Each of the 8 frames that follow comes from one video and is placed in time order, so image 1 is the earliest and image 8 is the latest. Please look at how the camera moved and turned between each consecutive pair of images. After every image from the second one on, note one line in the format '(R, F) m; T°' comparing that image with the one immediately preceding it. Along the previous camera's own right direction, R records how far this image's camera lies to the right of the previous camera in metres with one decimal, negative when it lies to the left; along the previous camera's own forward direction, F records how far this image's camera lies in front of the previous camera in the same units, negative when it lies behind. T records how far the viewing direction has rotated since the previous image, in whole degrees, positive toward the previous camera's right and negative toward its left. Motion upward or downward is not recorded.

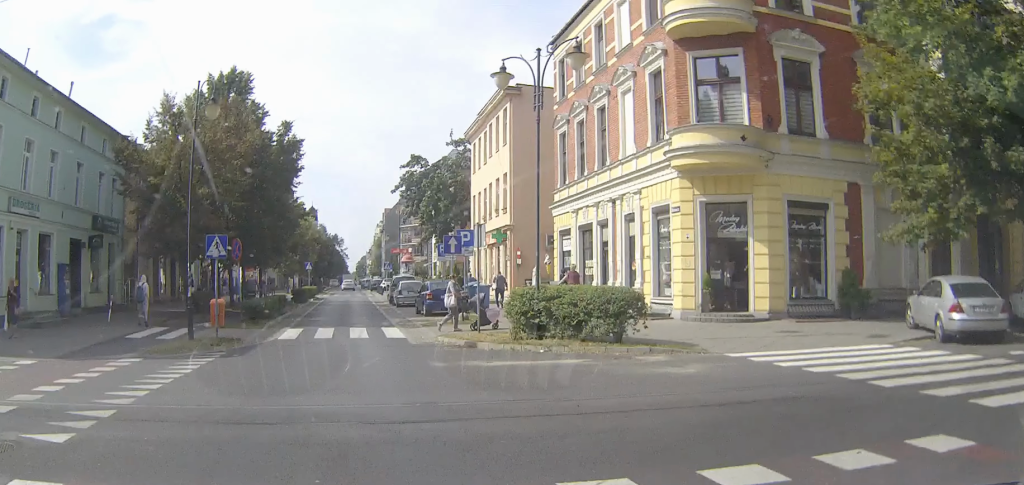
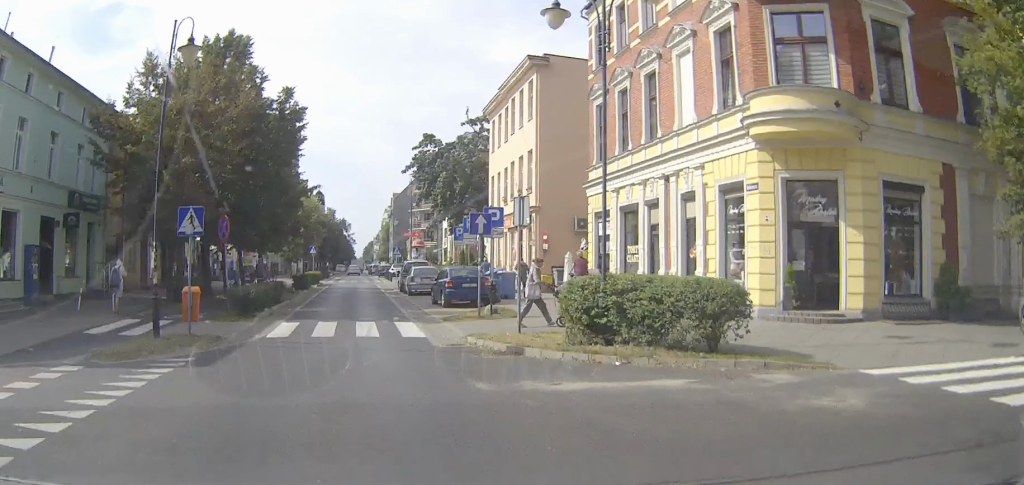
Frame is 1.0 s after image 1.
(-0.2, +4.7) m; -1°
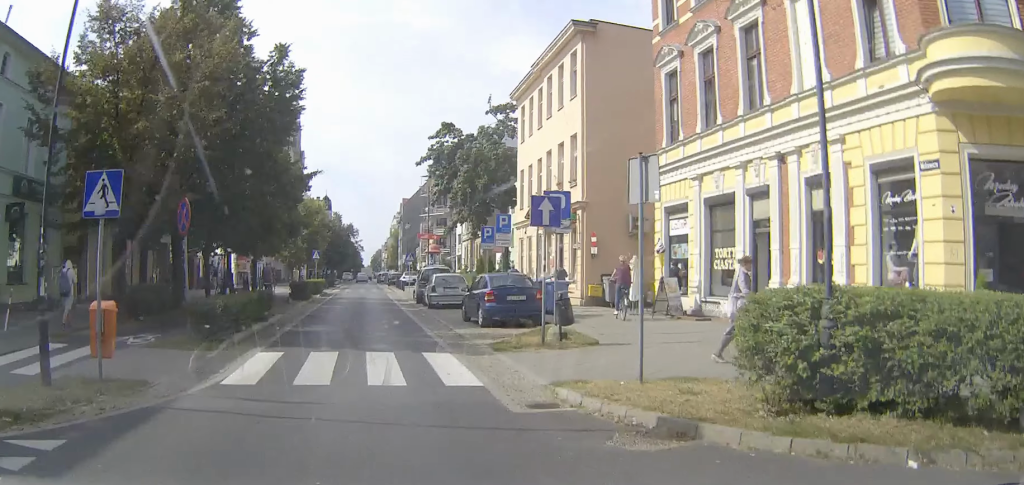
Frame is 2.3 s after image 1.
(0.0, +7.4) m; -1°
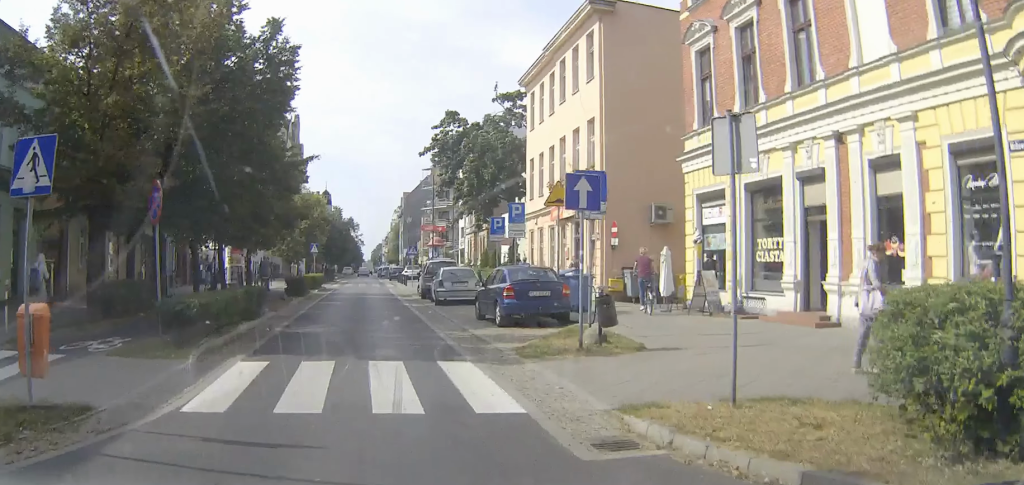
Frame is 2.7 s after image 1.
(-0.1, +2.7) m; 0°
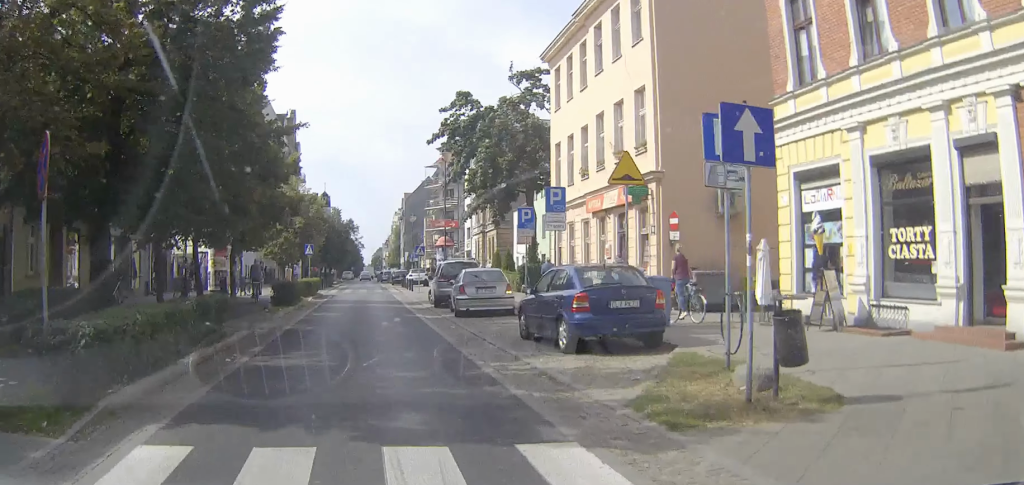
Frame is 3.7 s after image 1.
(0.0, +5.9) m; 0°
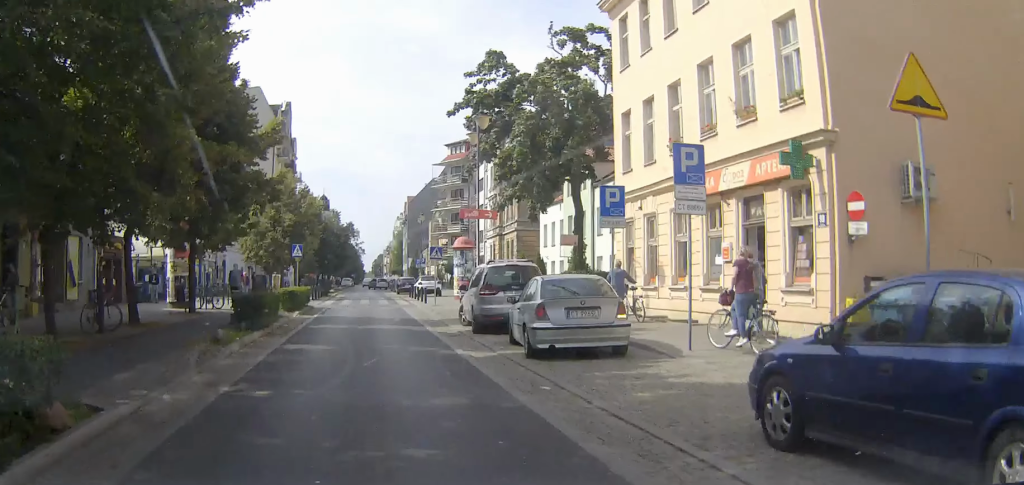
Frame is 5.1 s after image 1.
(+0.1, +9.3) m; 0°
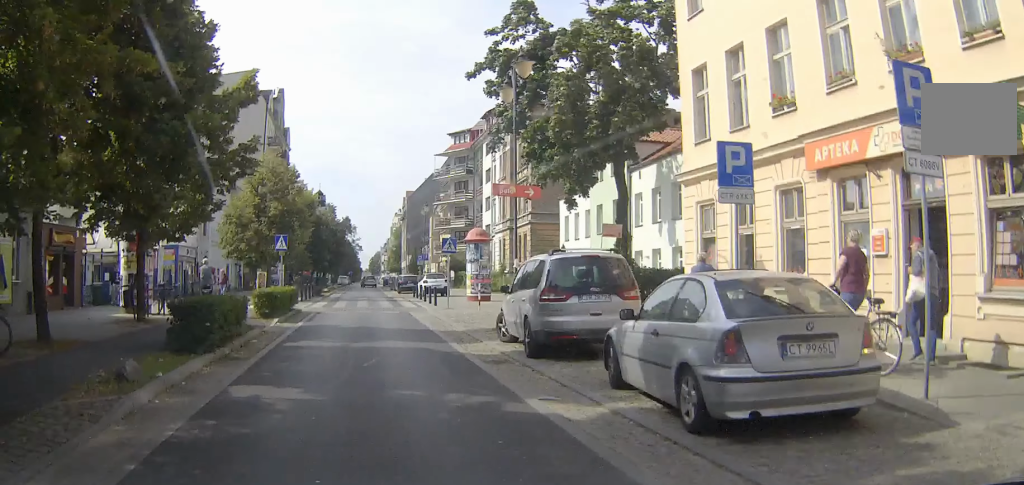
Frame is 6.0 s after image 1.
(0.0, +6.5) m; 0°
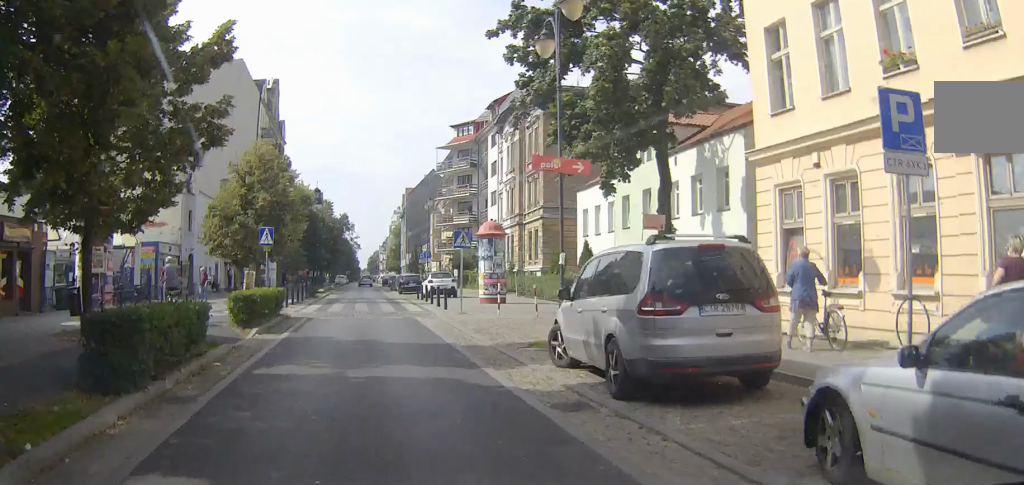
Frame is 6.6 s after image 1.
(0.0, +4.5) m; 0°
